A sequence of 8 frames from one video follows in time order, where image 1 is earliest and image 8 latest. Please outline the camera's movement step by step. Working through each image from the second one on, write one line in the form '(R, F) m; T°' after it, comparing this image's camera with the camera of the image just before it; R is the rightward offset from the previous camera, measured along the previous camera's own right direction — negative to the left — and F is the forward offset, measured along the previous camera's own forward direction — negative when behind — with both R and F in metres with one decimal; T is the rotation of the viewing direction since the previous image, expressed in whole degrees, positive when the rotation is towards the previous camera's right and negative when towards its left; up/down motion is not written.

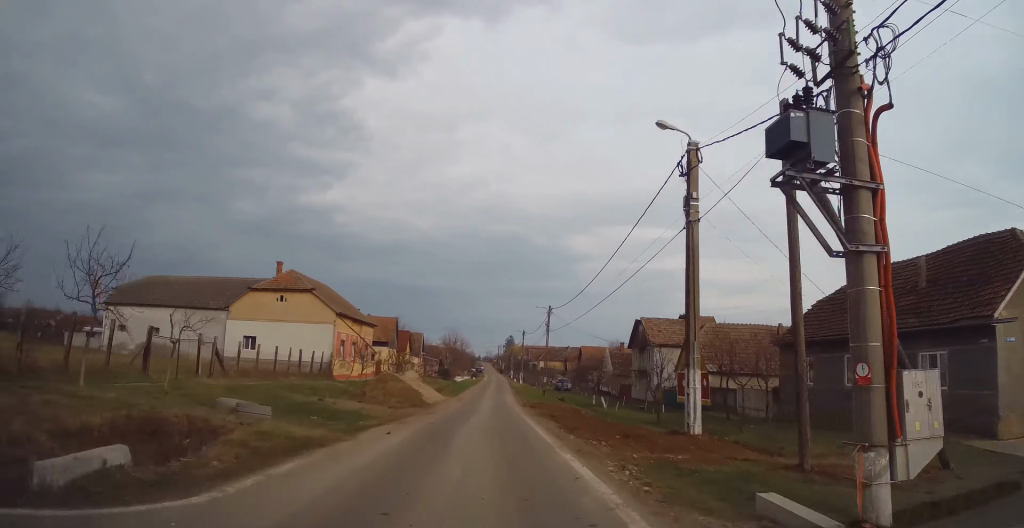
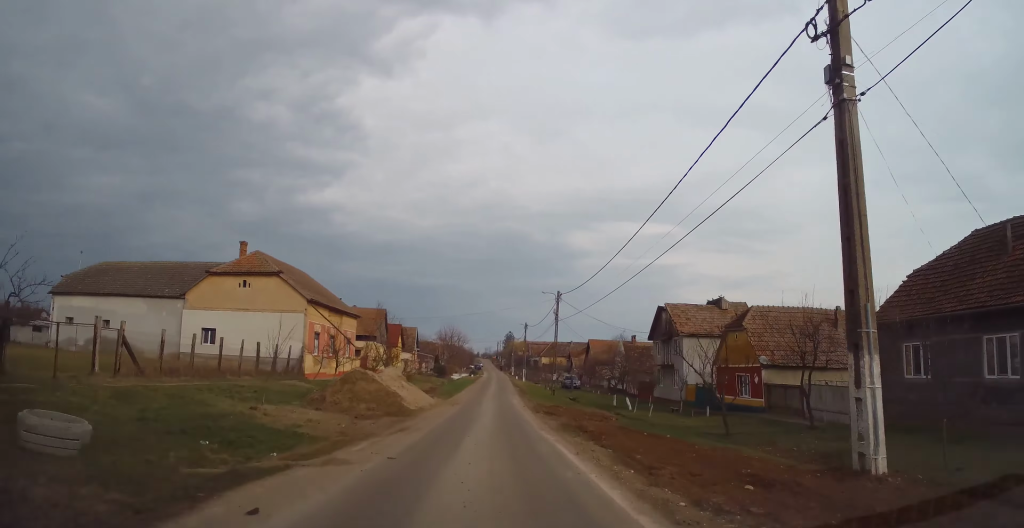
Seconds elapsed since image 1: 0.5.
(+0.1, +7.6) m; 0°
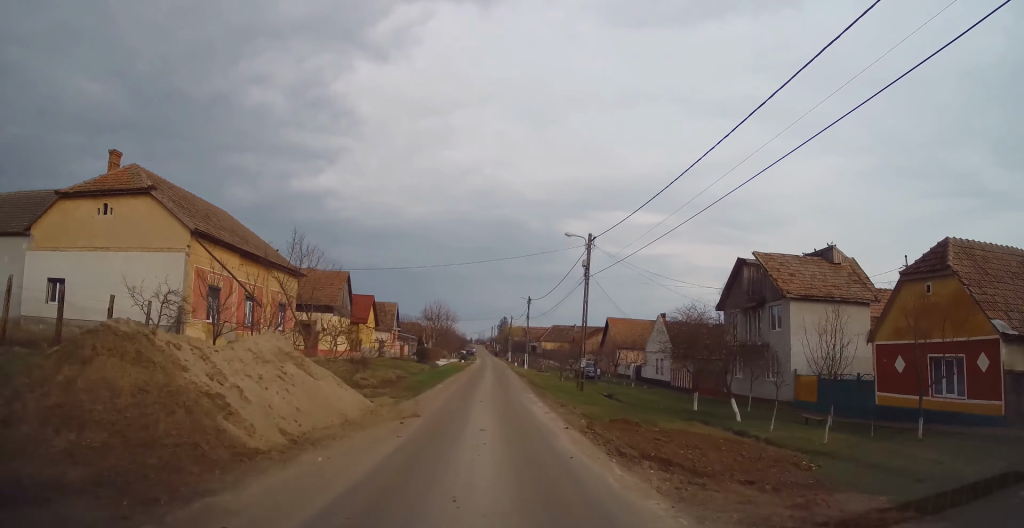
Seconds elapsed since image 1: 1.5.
(-0.3, +16.3) m; -1°
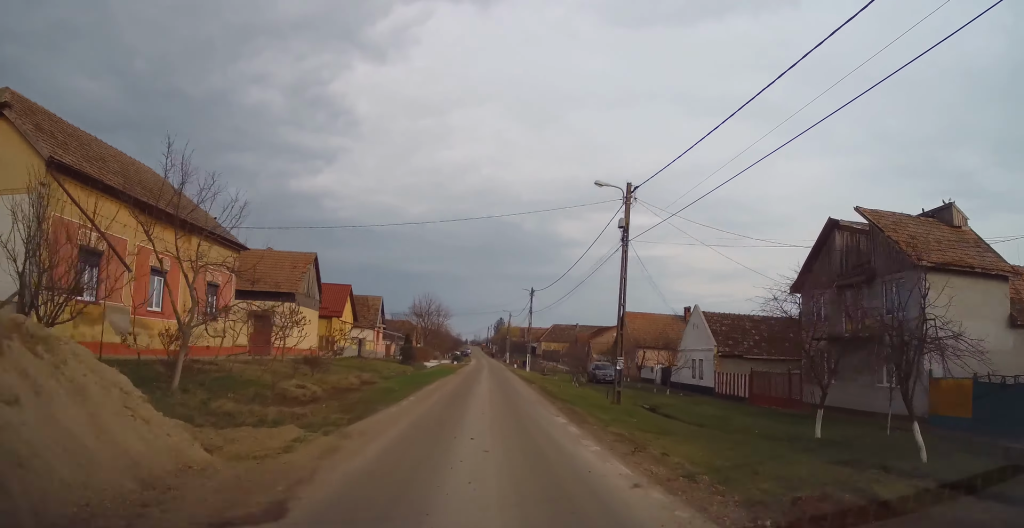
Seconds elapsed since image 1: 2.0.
(0.0, +9.4) m; 0°
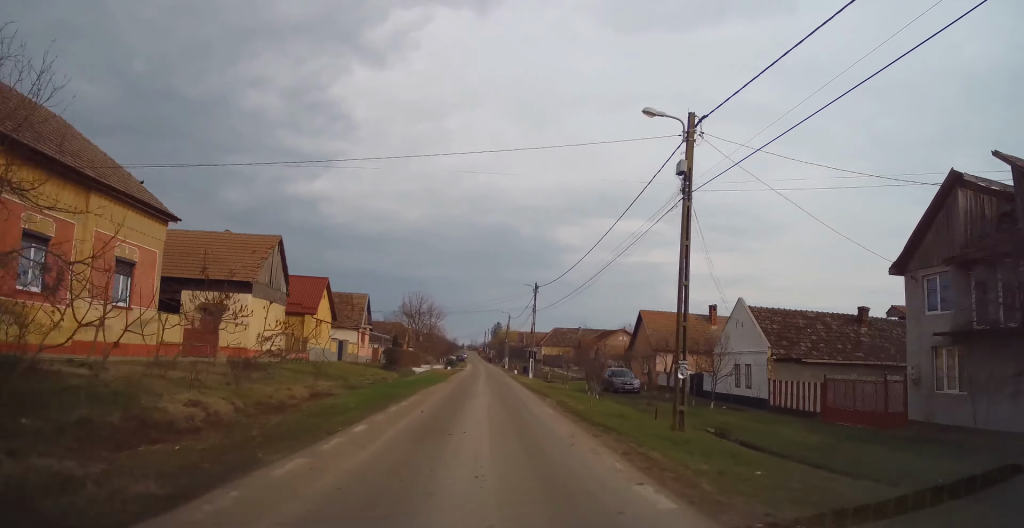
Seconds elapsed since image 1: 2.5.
(+0.1, +7.2) m; 0°
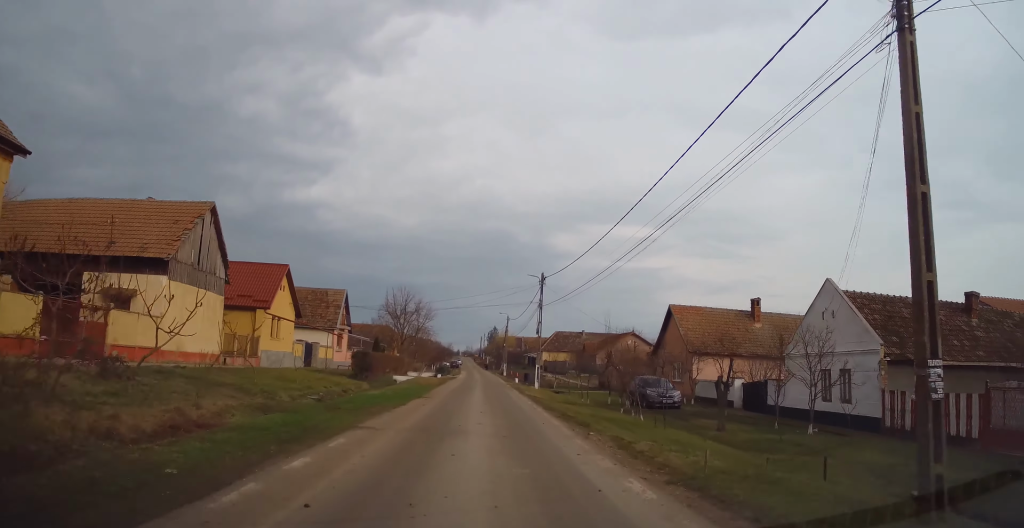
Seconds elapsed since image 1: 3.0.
(-0.1, +9.0) m; +1°
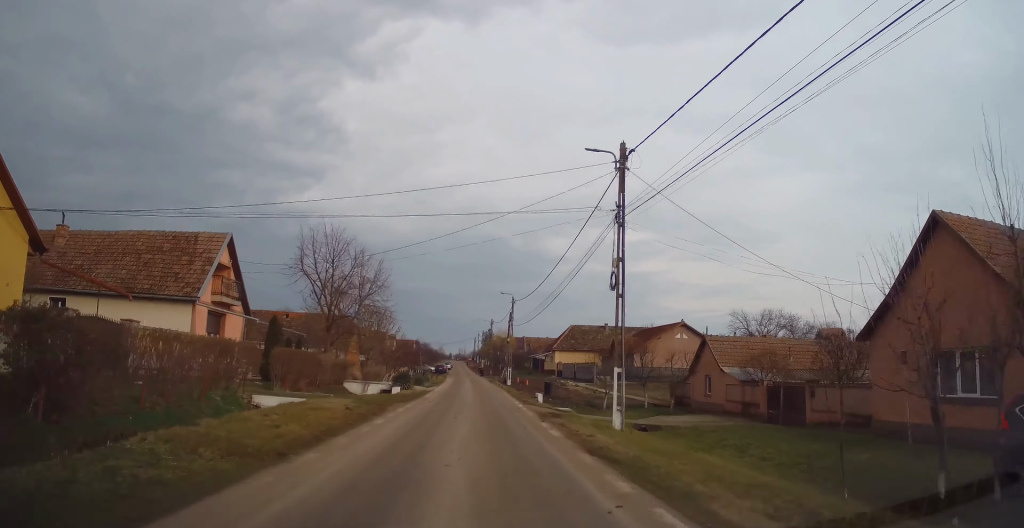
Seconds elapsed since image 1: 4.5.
(+0.9, +26.1) m; +1°
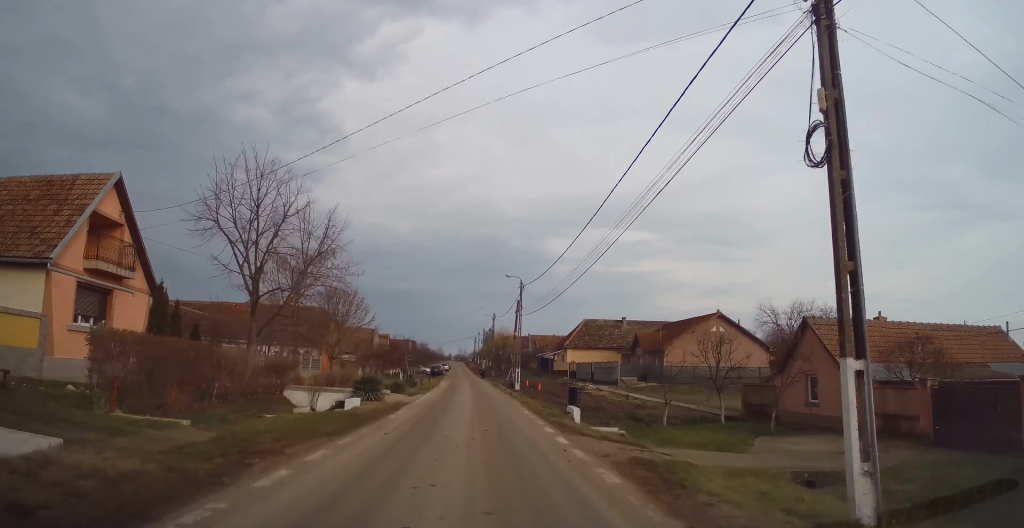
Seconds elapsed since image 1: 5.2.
(-0.6, +10.9) m; 0°
